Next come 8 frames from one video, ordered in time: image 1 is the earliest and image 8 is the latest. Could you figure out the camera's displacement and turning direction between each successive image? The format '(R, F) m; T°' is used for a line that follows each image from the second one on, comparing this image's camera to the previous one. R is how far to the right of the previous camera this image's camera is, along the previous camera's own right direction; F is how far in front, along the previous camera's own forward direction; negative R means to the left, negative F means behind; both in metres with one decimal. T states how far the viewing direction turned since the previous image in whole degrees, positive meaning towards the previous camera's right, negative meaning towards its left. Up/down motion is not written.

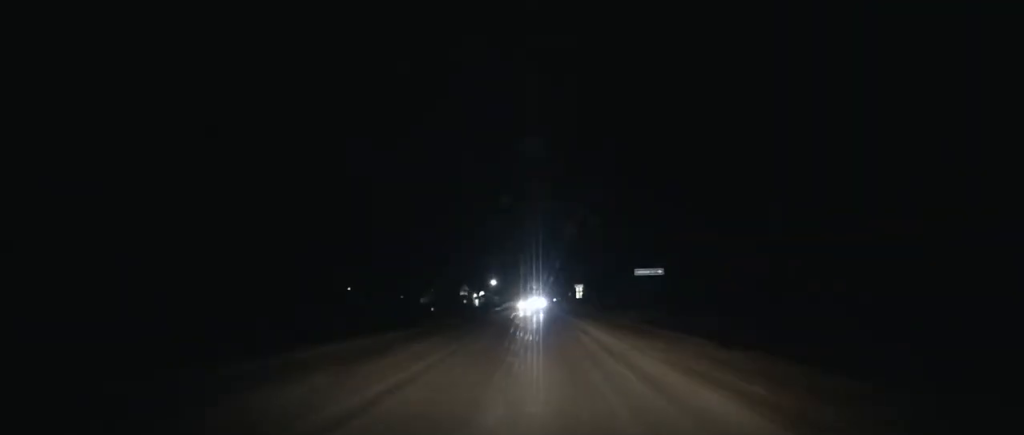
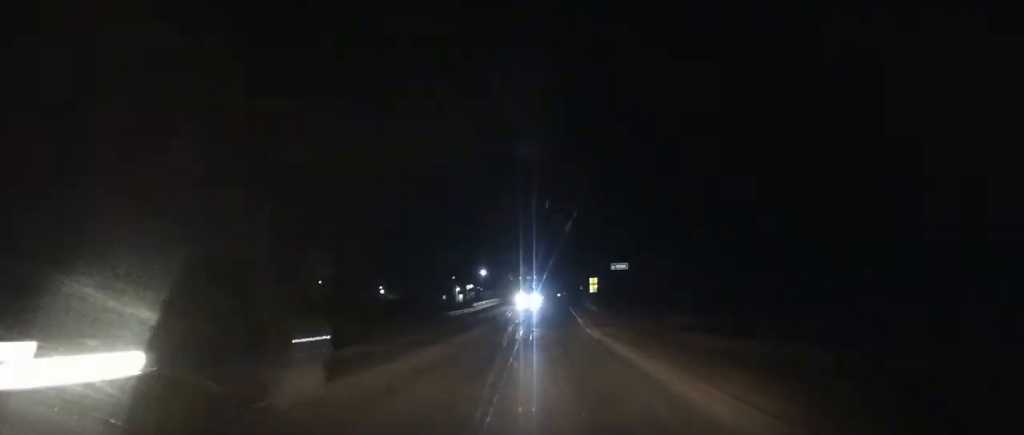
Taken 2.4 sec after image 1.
(0.0, +45.5) m; 0°
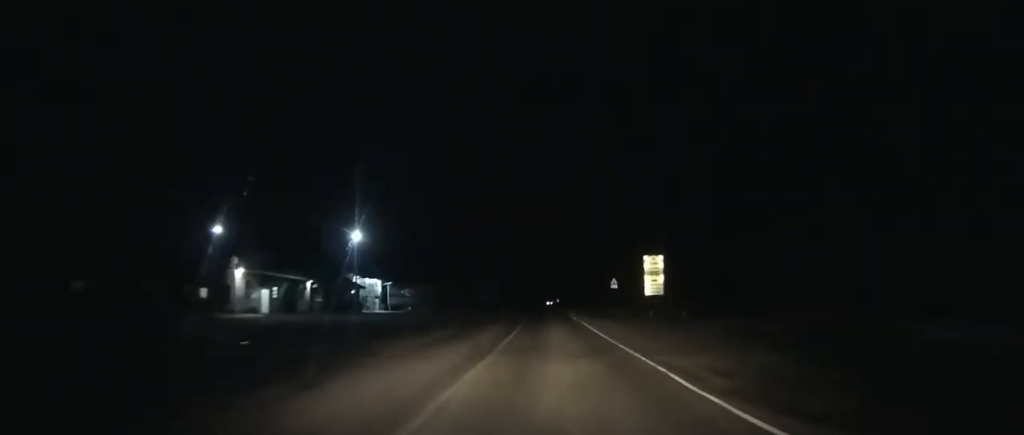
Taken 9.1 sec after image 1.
(+1.7, +110.5) m; +1°
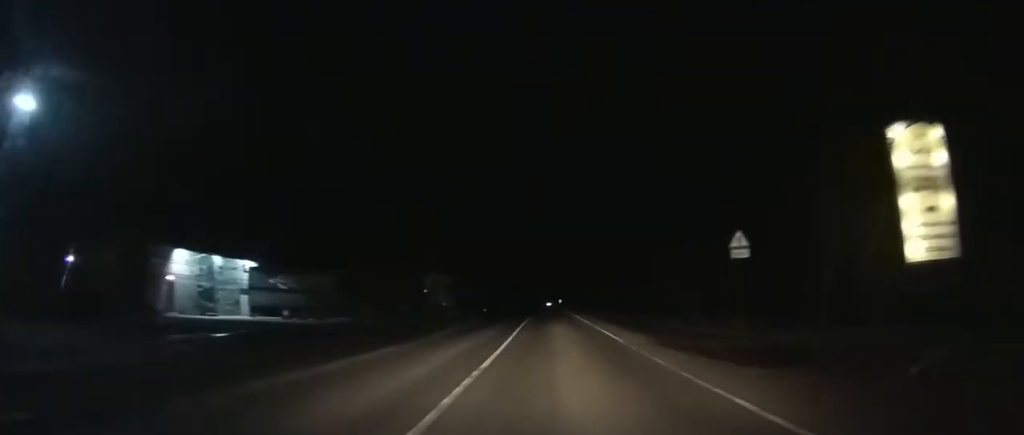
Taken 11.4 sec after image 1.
(+0.1, +41.3) m; 0°
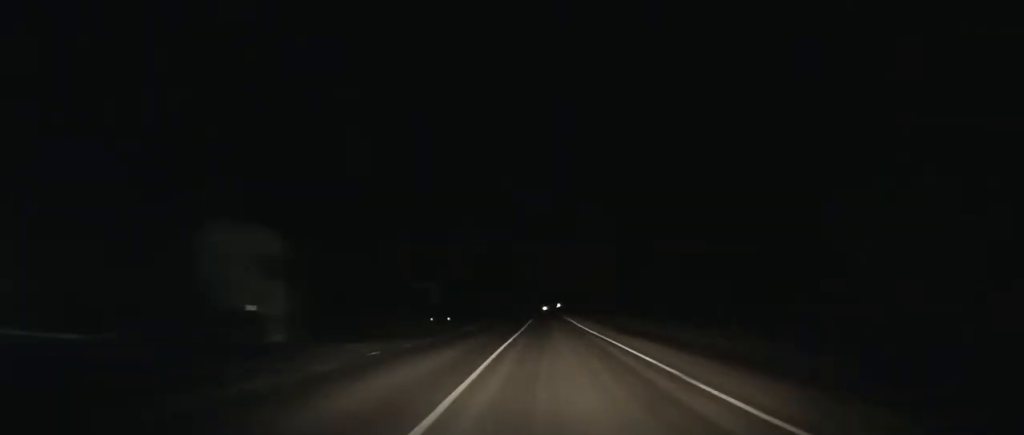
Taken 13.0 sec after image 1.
(0.0, +31.0) m; 0°
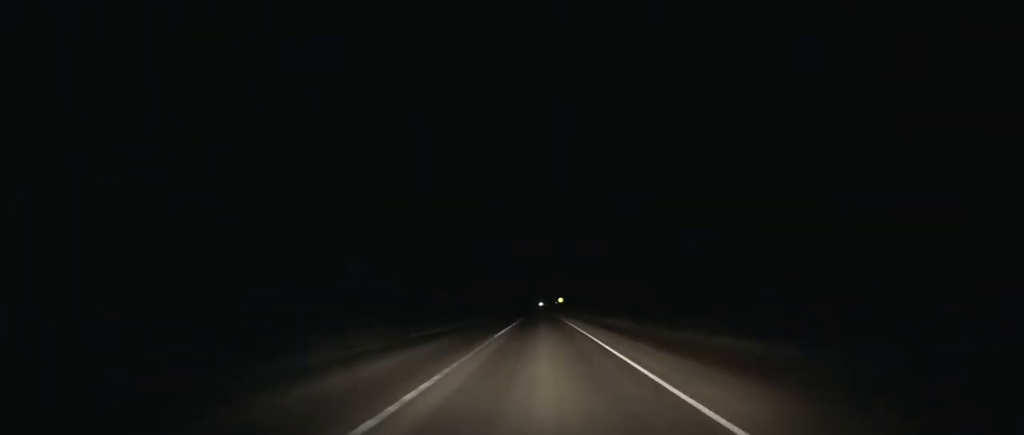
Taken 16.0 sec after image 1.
(+0.5, +63.2) m; 0°
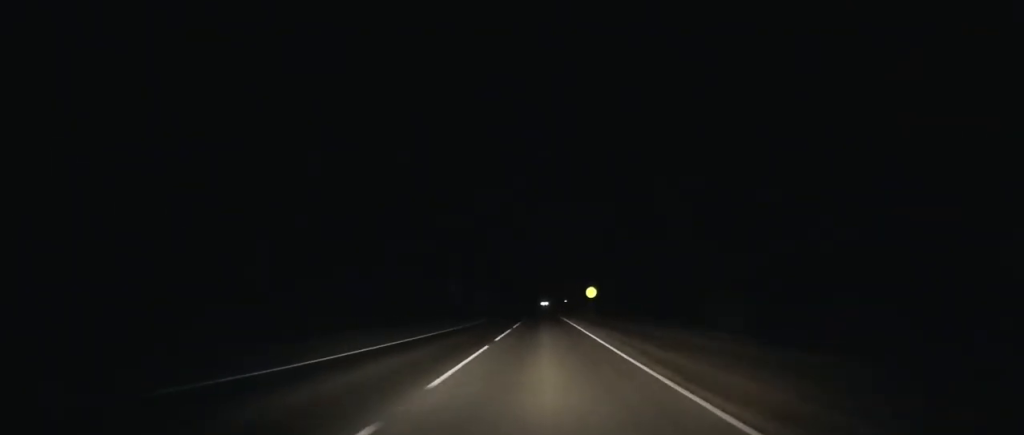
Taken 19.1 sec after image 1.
(-0.3, +69.3) m; 0°
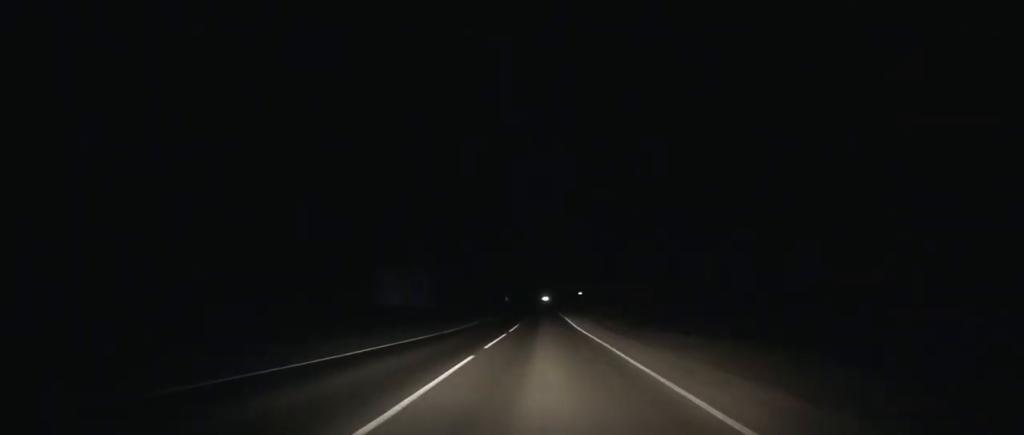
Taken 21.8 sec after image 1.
(-0.1, +63.1) m; 0°
